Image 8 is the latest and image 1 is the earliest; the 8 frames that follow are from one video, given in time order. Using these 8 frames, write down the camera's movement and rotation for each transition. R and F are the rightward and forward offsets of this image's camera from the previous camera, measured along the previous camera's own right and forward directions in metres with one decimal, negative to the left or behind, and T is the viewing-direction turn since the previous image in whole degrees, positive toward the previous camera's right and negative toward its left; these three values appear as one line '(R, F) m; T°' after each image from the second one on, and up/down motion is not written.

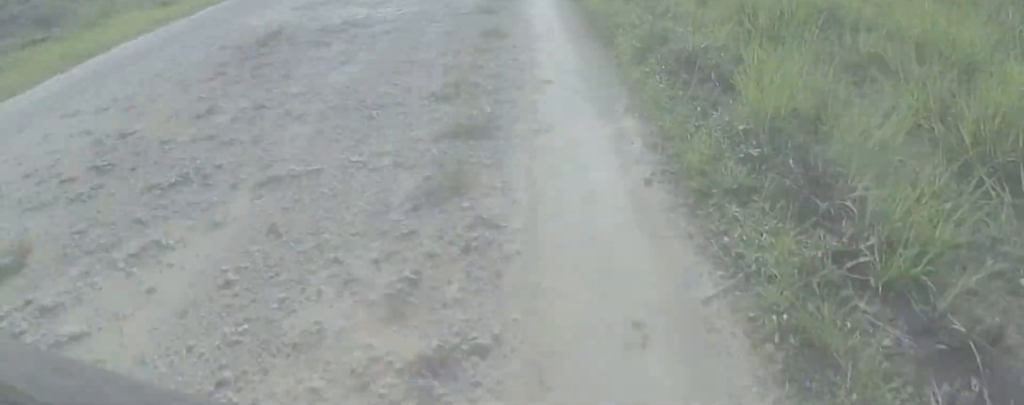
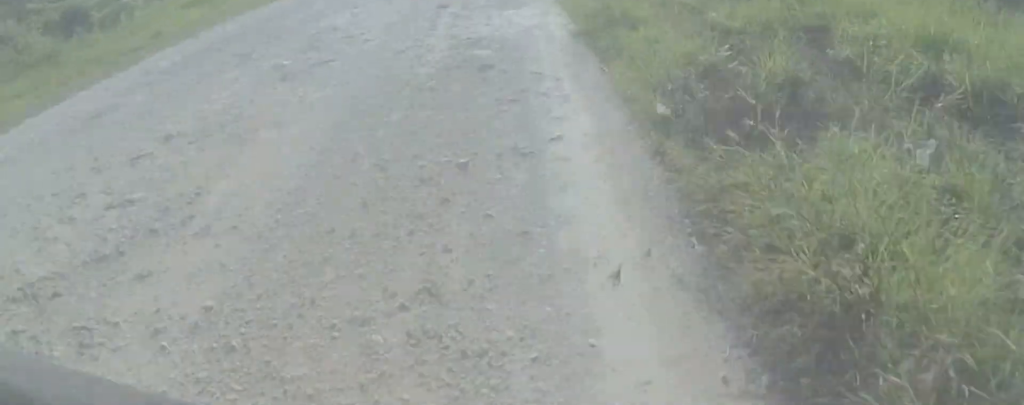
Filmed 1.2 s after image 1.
(-0.2, +14.4) m; -5°
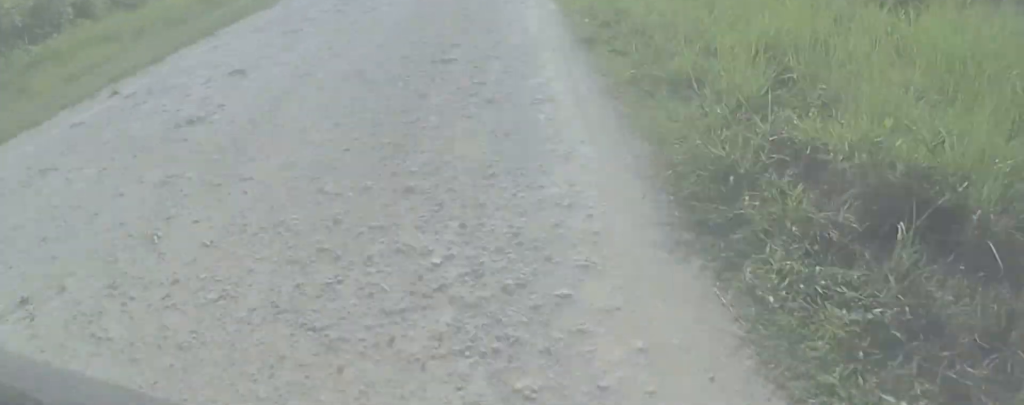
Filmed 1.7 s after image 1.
(-0.1, +5.4) m; -2°
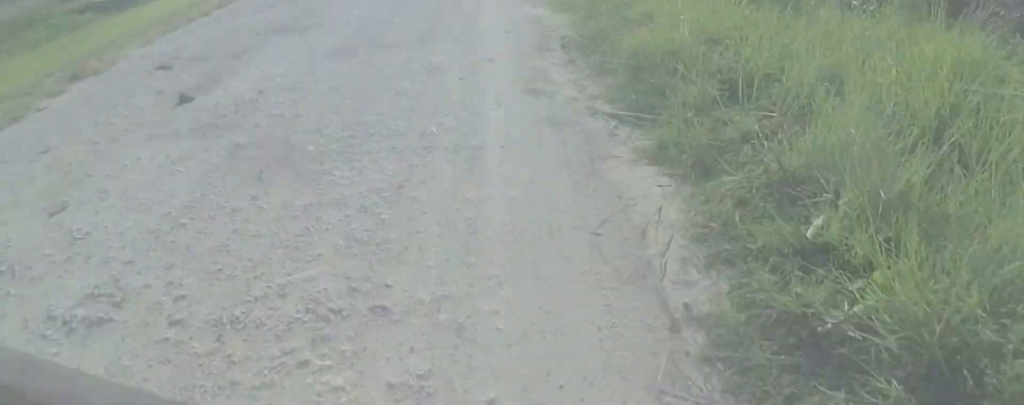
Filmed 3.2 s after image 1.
(-0.2, +17.1) m; -1°
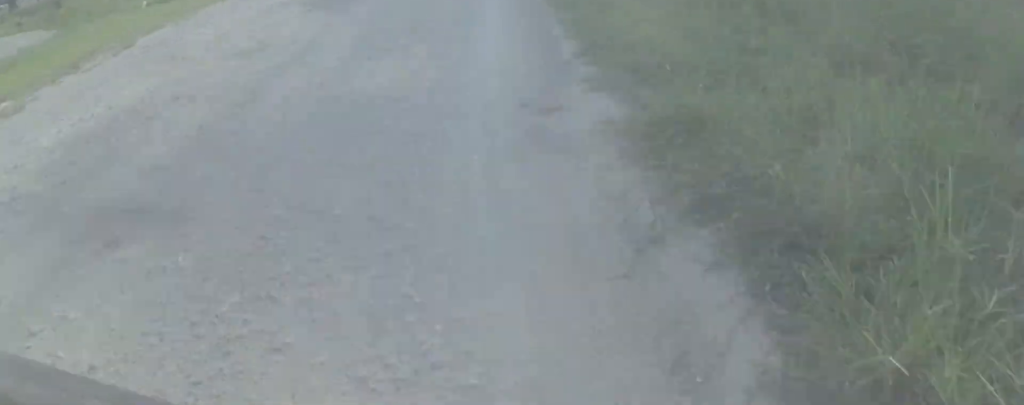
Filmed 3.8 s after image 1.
(0.0, +6.4) m; 0°
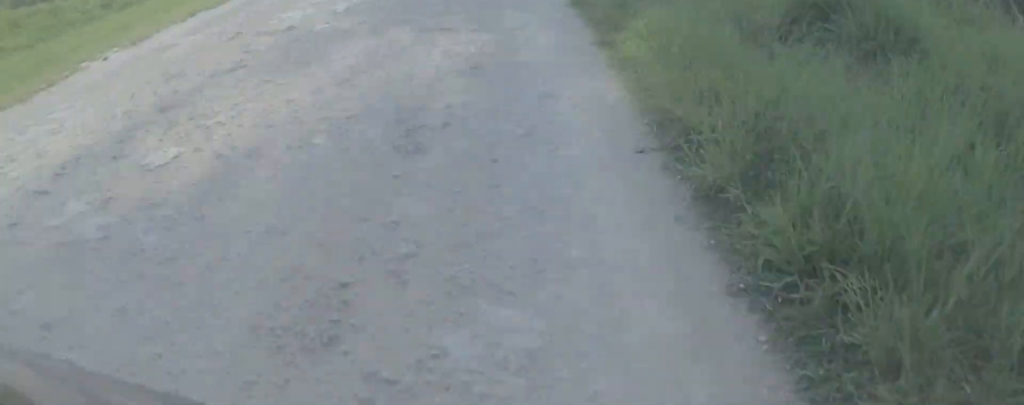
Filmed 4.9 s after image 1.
(-0.1, +13.3) m; 0°
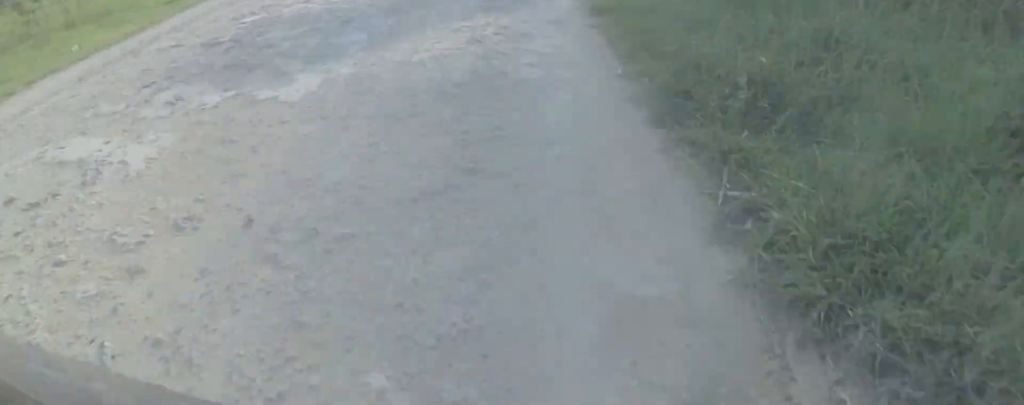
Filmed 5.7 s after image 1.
(+0.2, +8.3) m; 0°
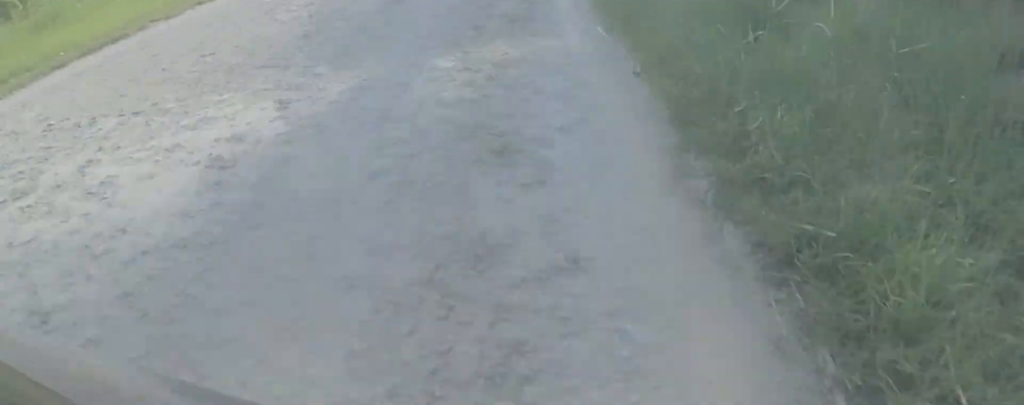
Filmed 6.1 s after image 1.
(-0.2, +5.0) m; 0°
